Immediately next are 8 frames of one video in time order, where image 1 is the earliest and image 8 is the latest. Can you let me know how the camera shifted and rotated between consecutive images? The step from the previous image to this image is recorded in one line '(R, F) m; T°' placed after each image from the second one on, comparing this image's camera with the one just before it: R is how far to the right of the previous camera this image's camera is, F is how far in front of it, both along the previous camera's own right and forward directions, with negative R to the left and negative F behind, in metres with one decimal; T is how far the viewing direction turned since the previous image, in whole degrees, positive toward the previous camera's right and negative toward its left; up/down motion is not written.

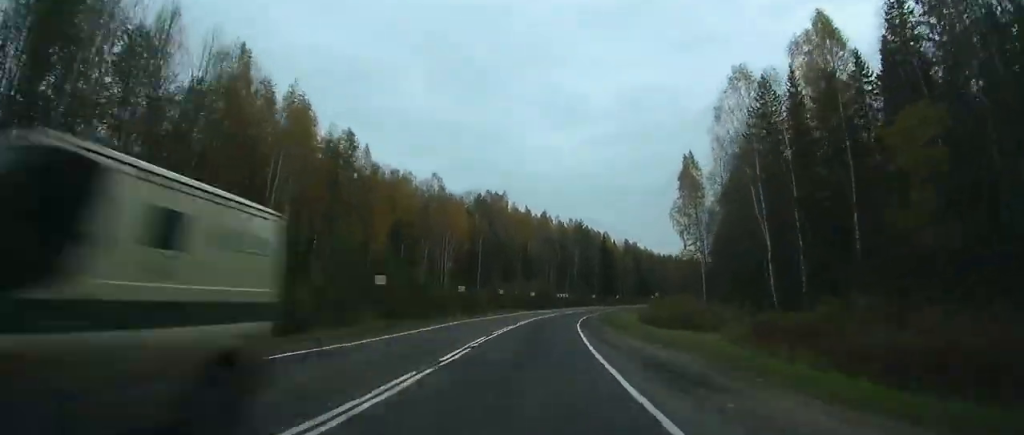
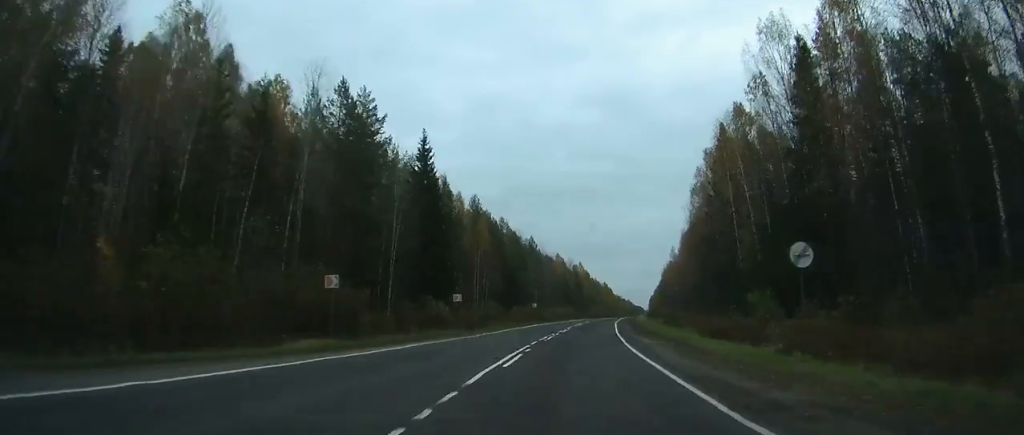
(+11.7, +111.6) m; +15°
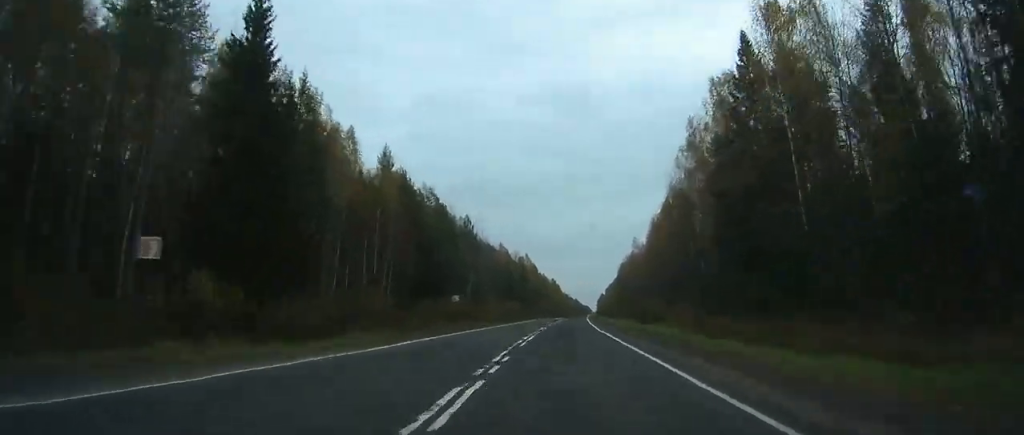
(+1.4, +30.8) m; +4°
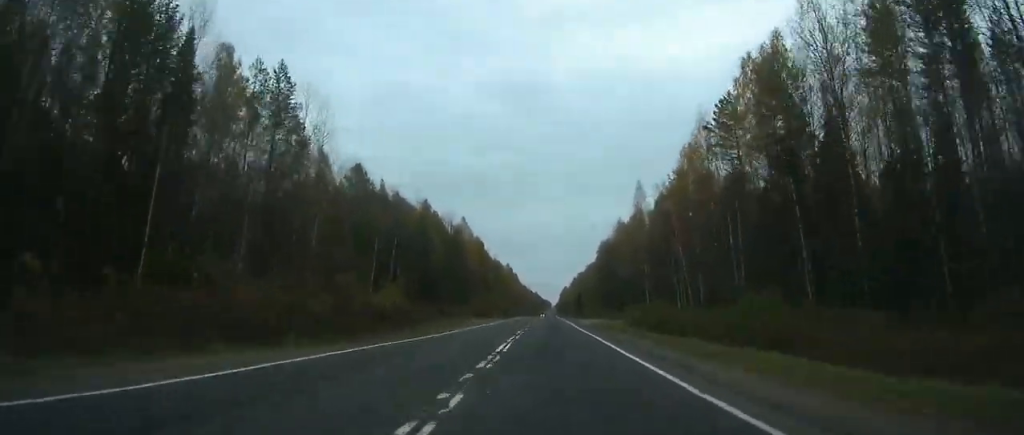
(+4.4, +74.4) m; +5°
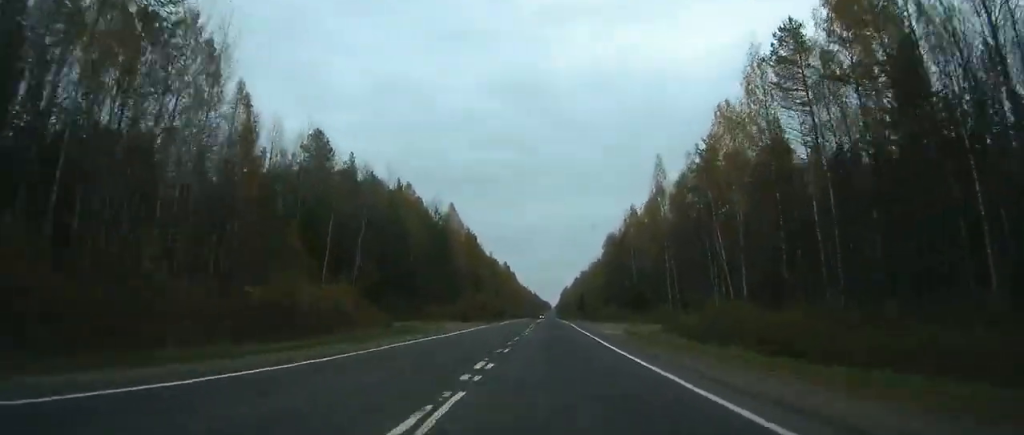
(+0.2, +20.5) m; 0°
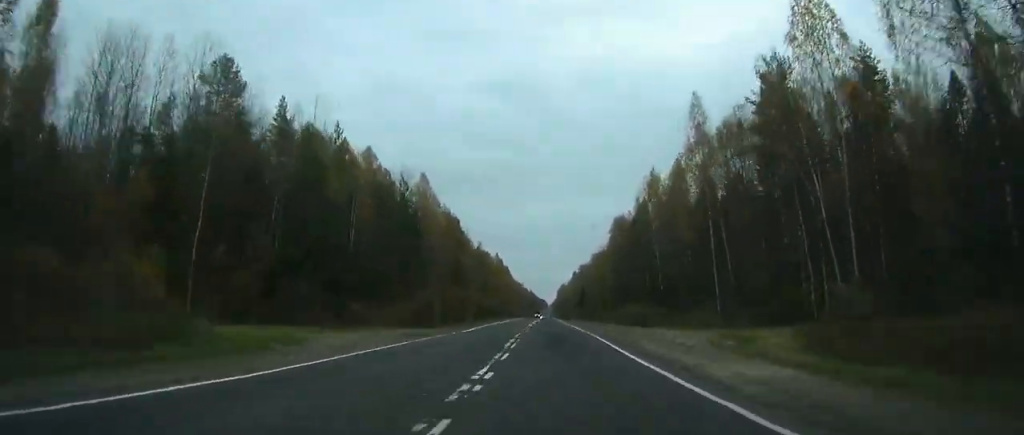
(+0.2, +27.7) m; 0°
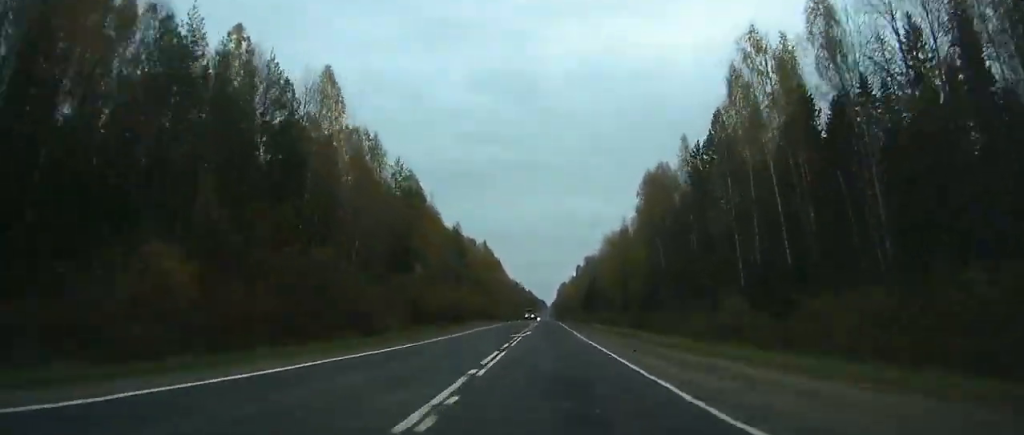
(0.0, +48.3) m; +5°
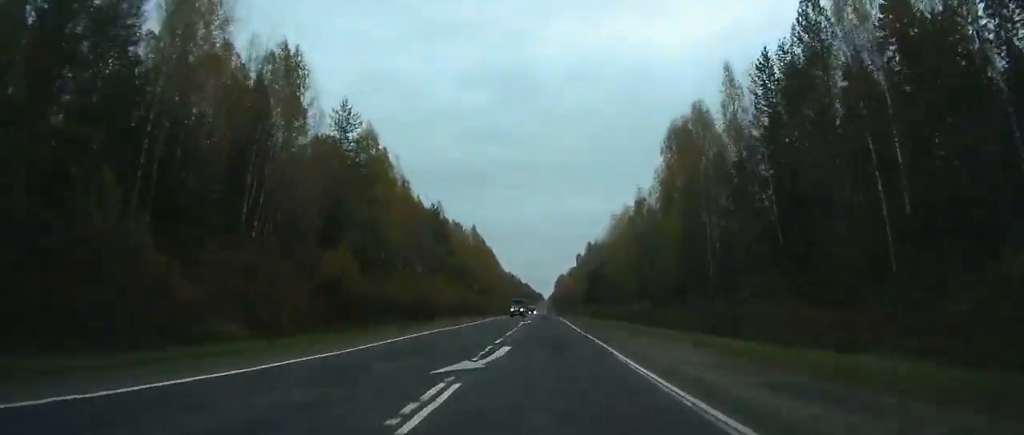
(+0.6, +23.1) m; 0°
